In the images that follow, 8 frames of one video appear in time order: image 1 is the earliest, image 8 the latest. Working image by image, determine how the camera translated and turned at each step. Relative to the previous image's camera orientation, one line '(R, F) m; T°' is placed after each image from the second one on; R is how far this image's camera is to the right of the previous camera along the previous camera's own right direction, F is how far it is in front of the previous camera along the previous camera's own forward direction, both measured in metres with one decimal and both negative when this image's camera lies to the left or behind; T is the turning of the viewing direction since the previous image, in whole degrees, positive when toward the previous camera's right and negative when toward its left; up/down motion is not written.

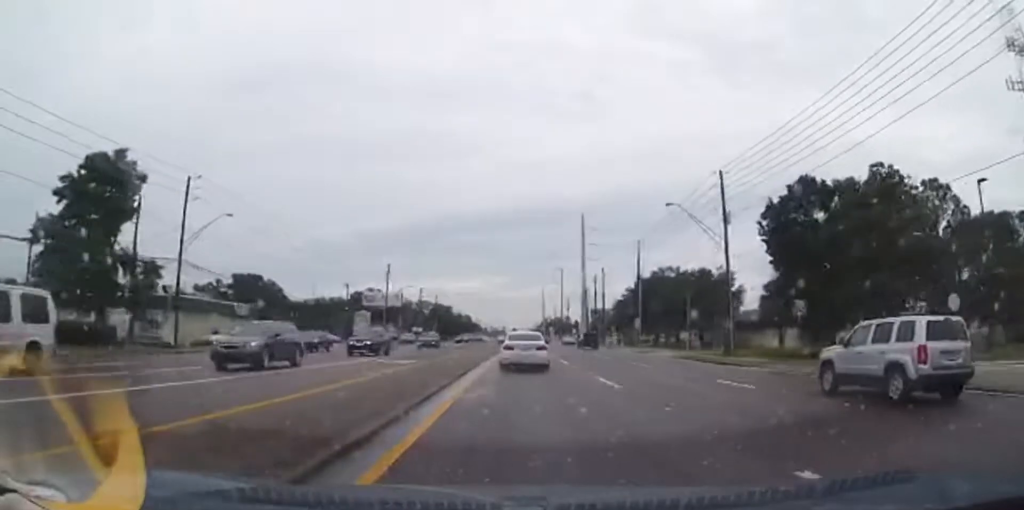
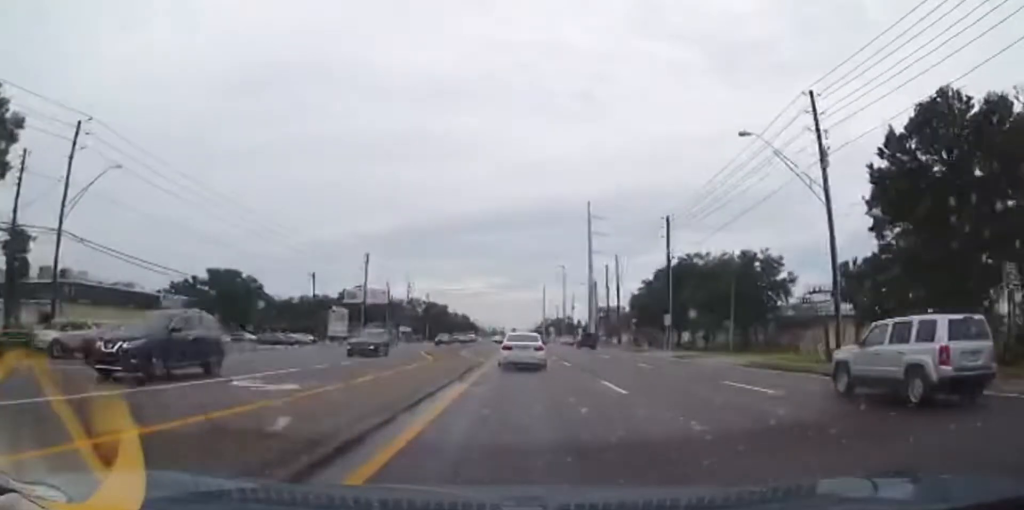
(0.0, +14.4) m; 0°
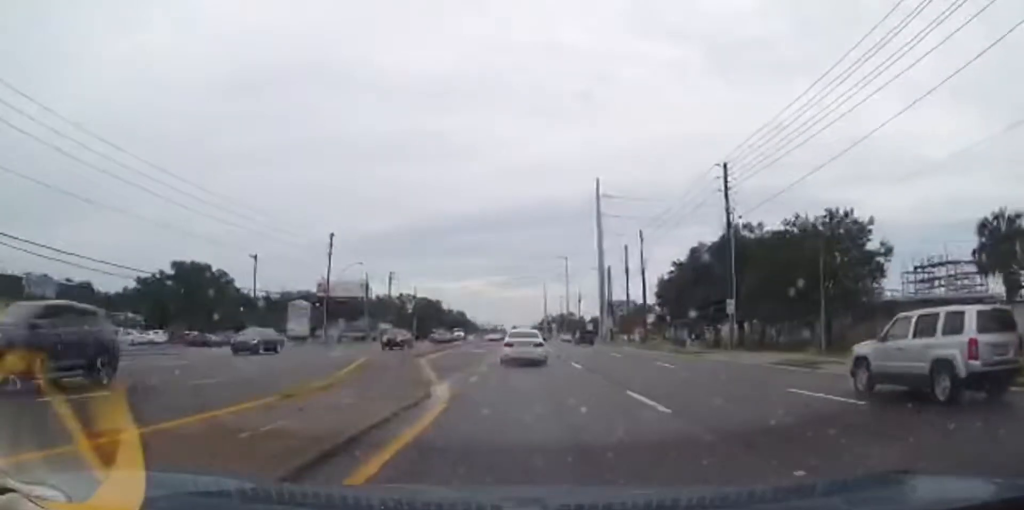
(0.0, +17.0) m; 0°
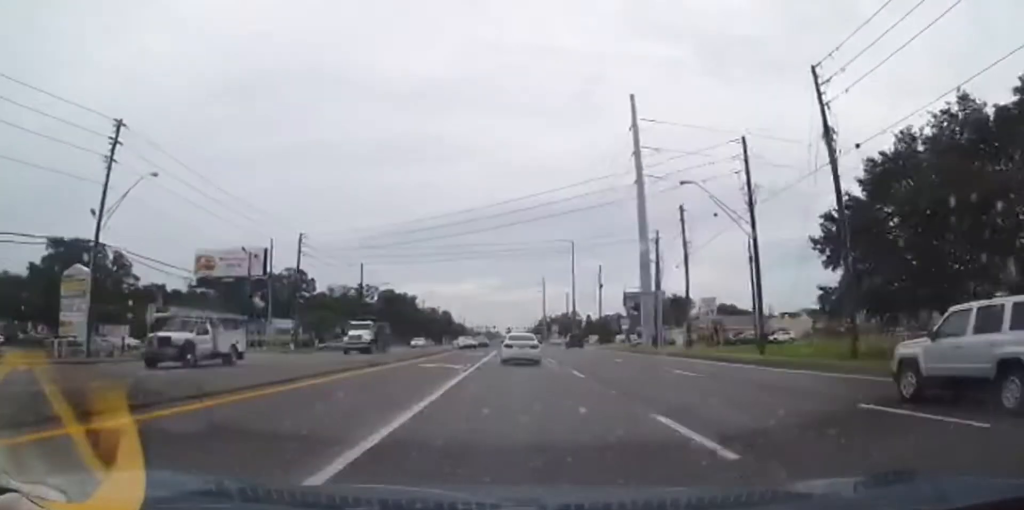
(0.0, +41.6) m; +1°
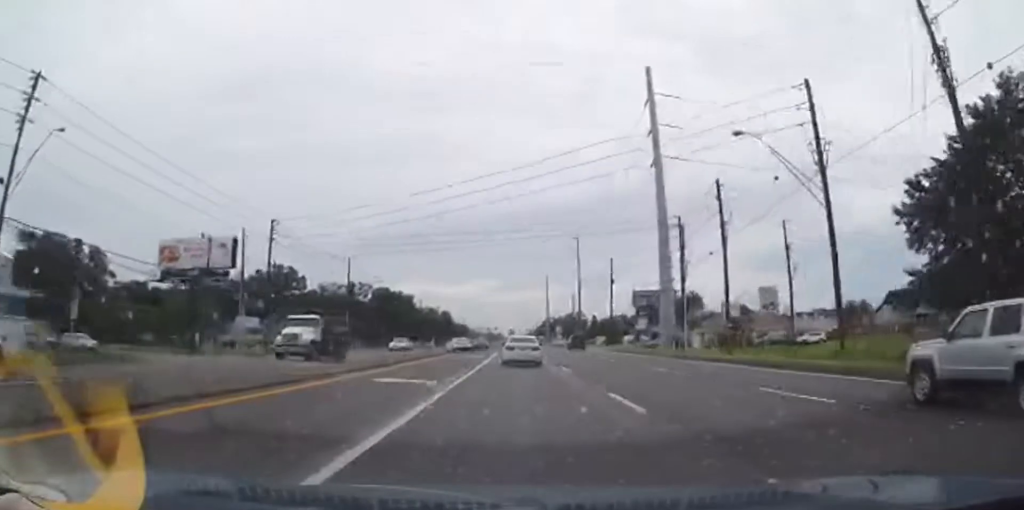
(+0.1, +8.1) m; 0°
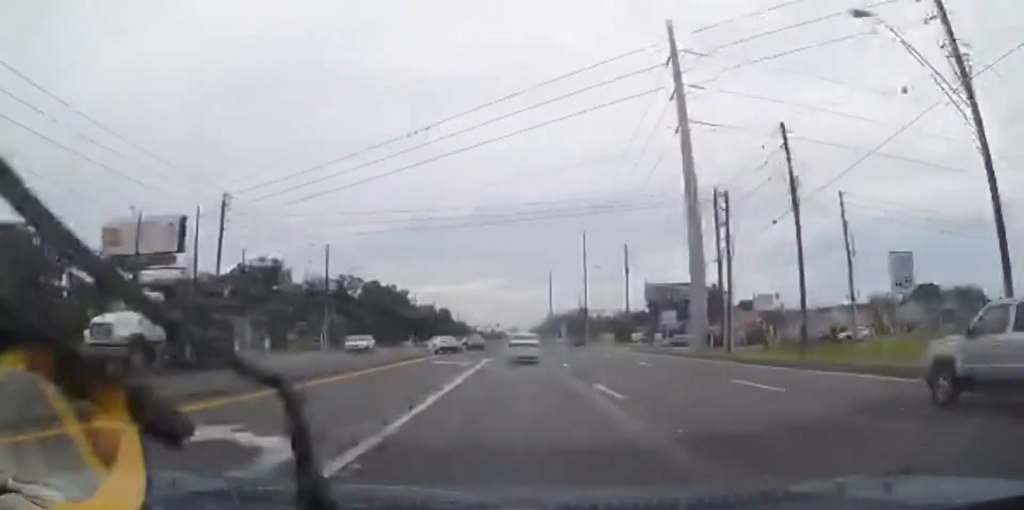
(+0.1, +9.9) m; 0°
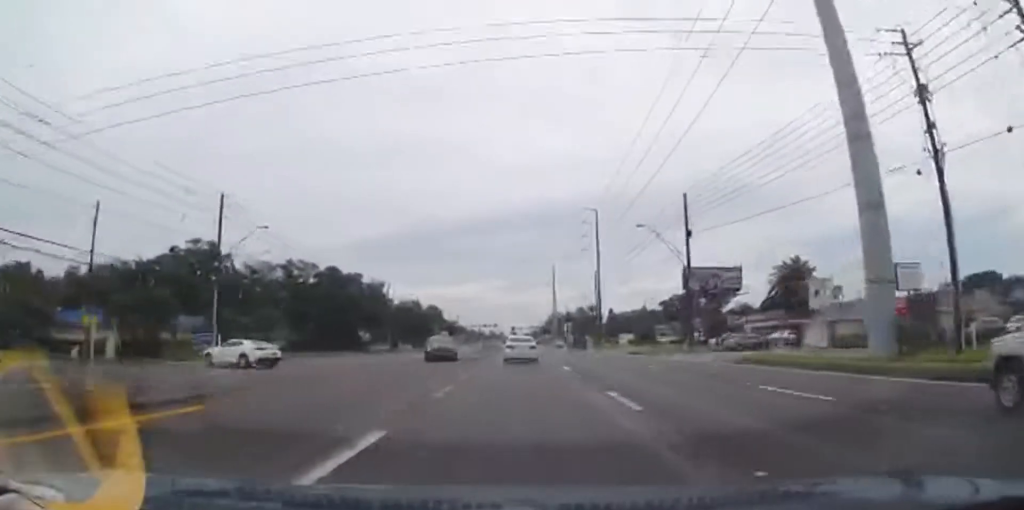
(0.0, +26.5) m; 0°
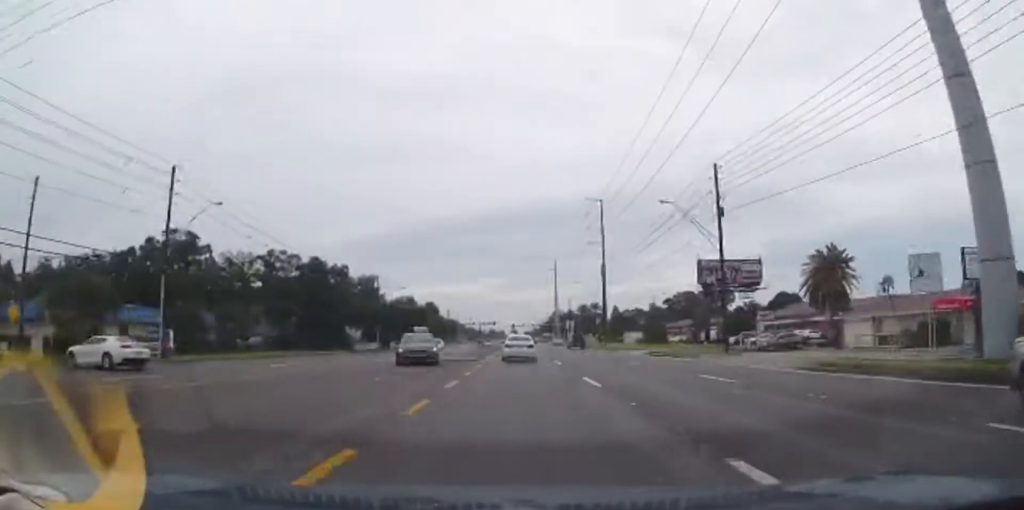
(0.0, +7.4) m; 0°
